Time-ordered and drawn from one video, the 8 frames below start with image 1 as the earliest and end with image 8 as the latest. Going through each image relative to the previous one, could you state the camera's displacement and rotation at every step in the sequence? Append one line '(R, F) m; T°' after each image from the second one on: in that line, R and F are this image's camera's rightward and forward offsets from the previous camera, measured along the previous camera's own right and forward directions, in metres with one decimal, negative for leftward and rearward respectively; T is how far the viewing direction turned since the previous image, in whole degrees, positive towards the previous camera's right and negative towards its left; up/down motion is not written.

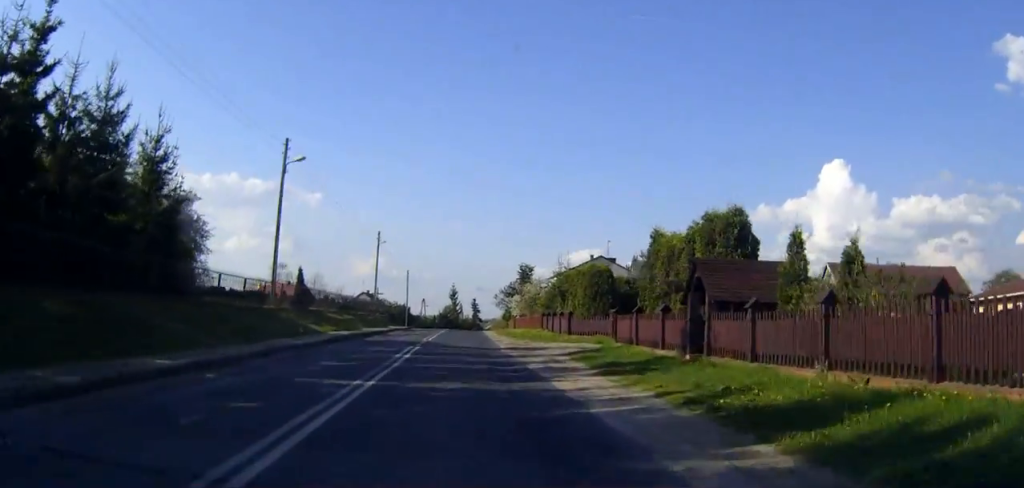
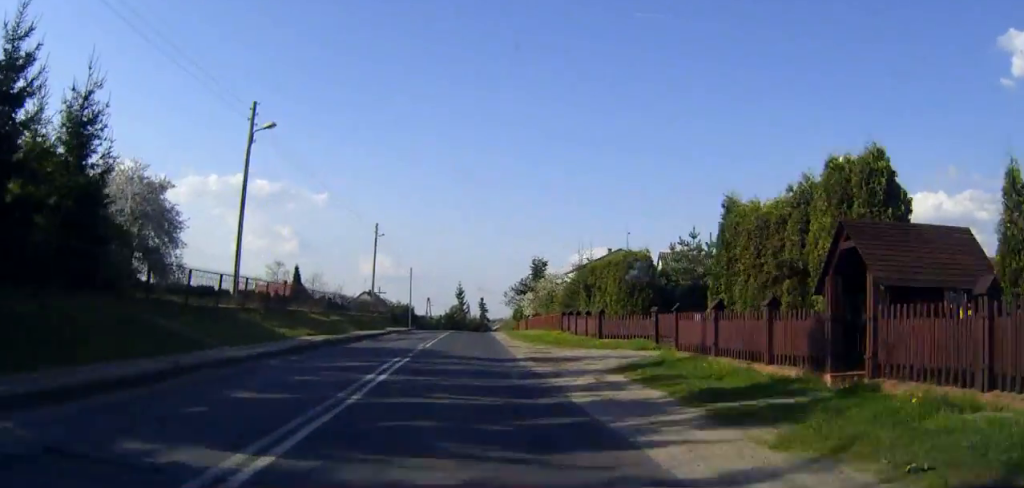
(0.0, +6.9) m; -1°
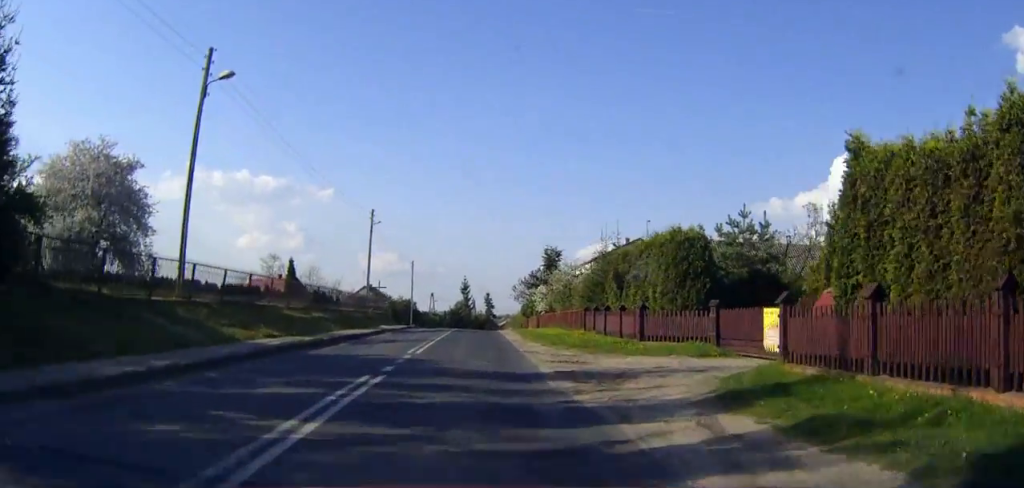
(-0.1, +6.5) m; 0°
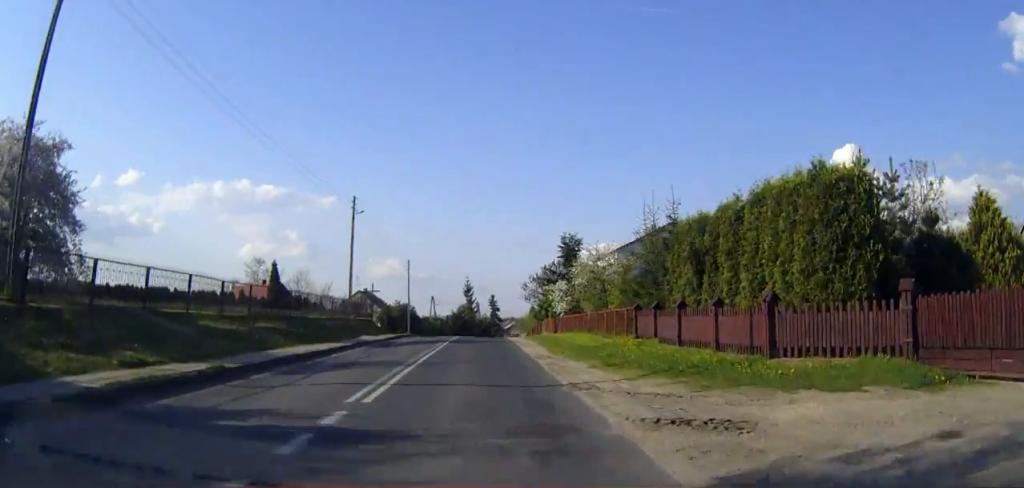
(-0.1, +10.2) m; -1°
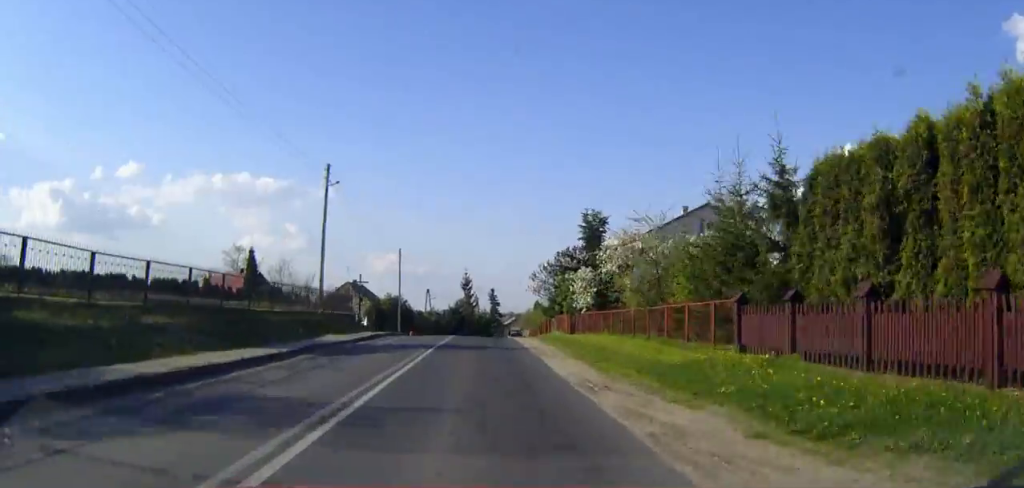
(0.0, +9.7) m; 0°
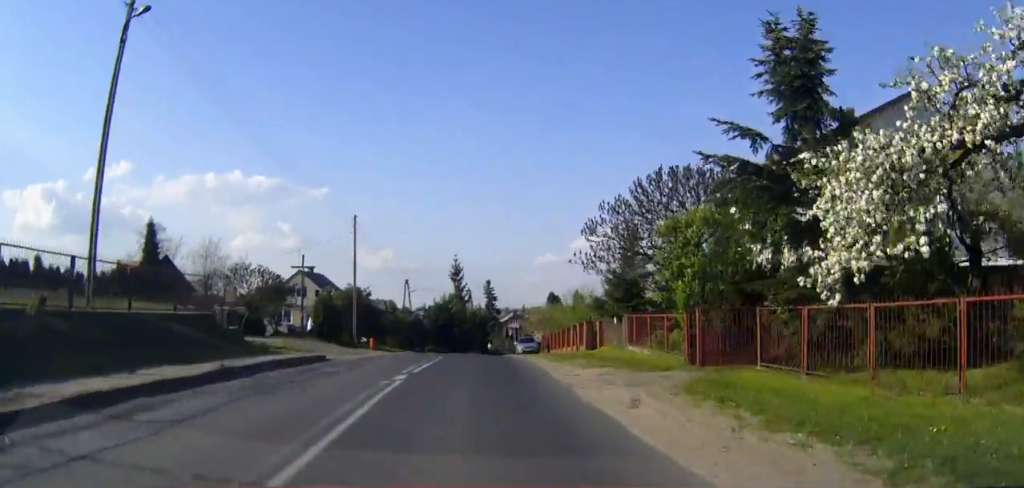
(+0.1, +26.2) m; +1°
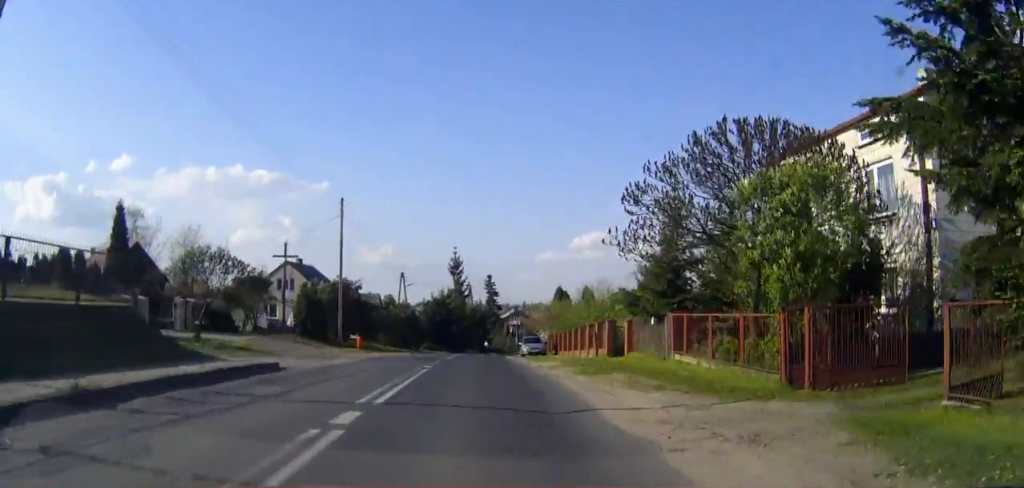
(0.0, +6.0) m; 0°
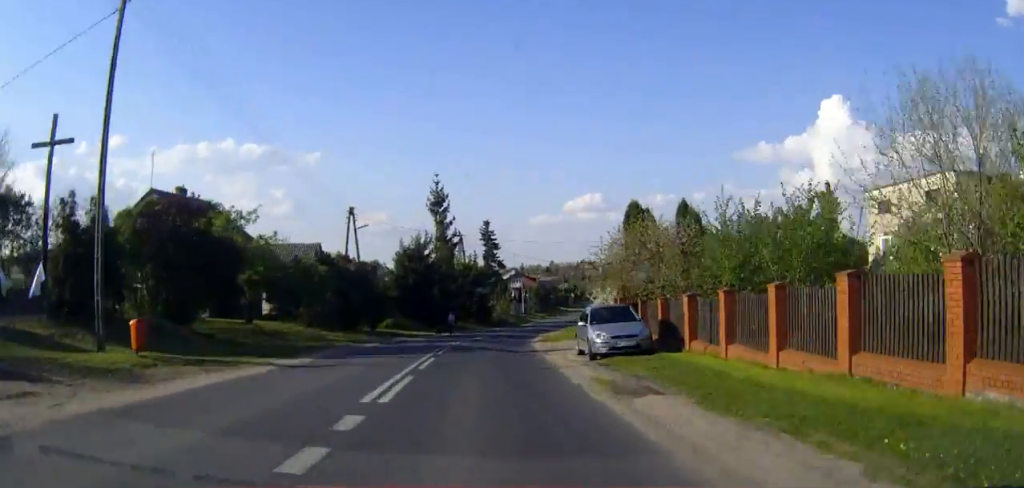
(+0.1, +32.5) m; 0°
